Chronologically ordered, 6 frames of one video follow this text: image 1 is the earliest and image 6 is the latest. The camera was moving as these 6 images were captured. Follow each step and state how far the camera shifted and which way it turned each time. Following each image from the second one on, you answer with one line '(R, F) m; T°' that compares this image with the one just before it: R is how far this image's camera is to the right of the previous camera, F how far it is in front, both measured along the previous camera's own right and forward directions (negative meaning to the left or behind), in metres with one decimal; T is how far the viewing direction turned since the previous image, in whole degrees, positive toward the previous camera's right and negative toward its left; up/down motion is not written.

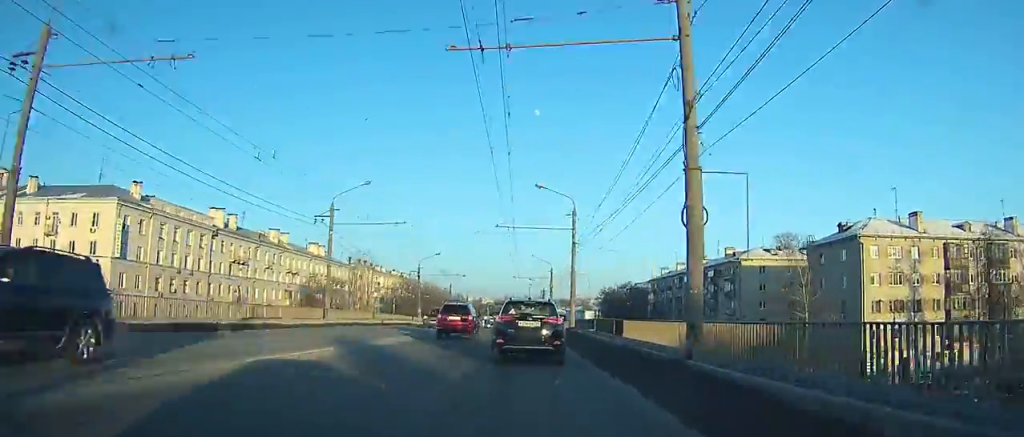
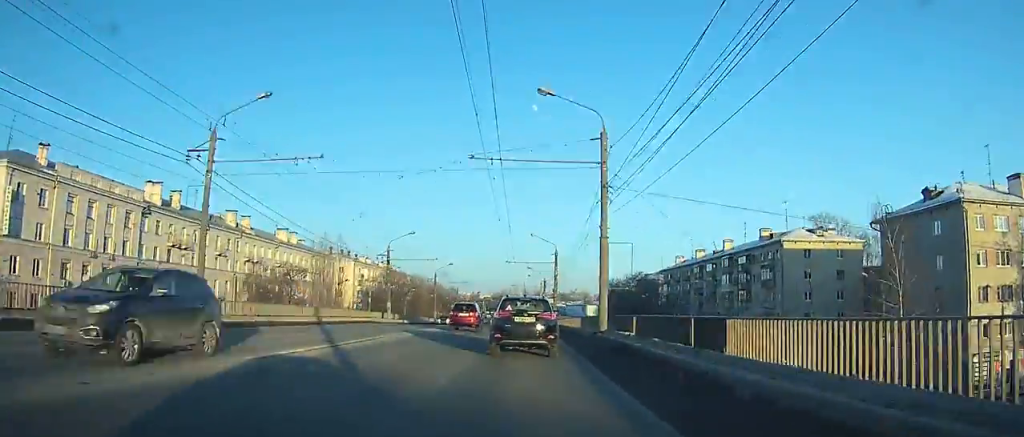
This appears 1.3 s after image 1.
(+0.1, +17.9) m; 0°
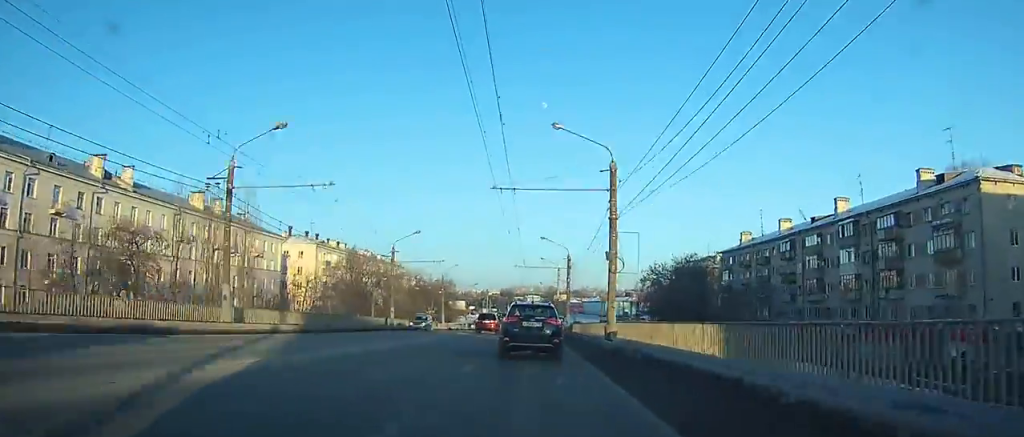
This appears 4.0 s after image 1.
(+0.1, +38.0) m; -1°
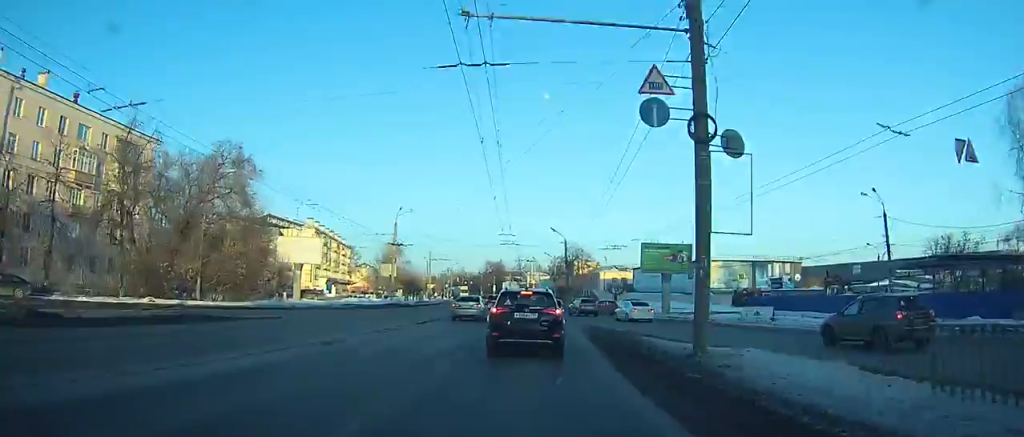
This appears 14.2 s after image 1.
(-2.6, +142.0) m; -1°
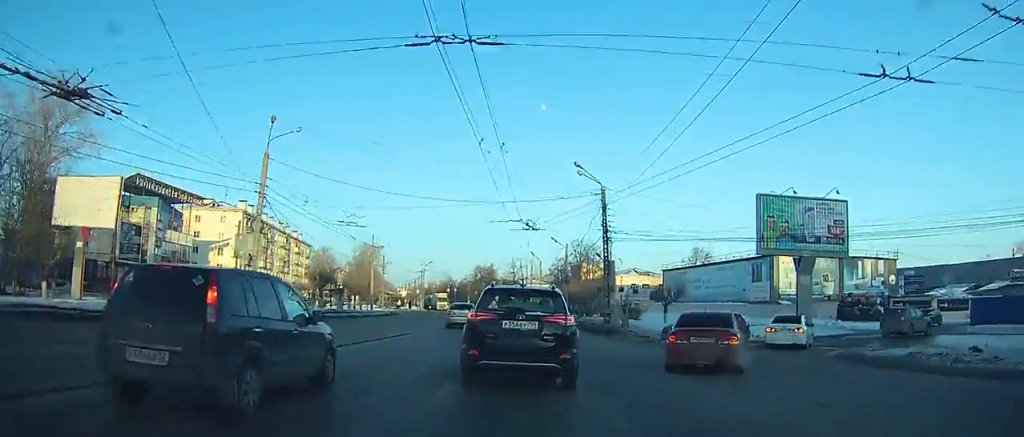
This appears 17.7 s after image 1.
(+0.3, +36.4) m; +1°
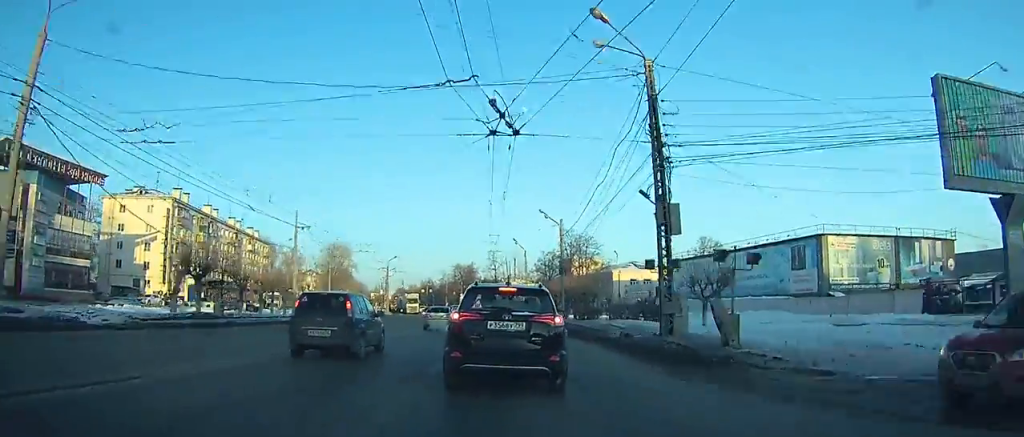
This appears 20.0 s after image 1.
(+0.3, +18.9) m; +1°
